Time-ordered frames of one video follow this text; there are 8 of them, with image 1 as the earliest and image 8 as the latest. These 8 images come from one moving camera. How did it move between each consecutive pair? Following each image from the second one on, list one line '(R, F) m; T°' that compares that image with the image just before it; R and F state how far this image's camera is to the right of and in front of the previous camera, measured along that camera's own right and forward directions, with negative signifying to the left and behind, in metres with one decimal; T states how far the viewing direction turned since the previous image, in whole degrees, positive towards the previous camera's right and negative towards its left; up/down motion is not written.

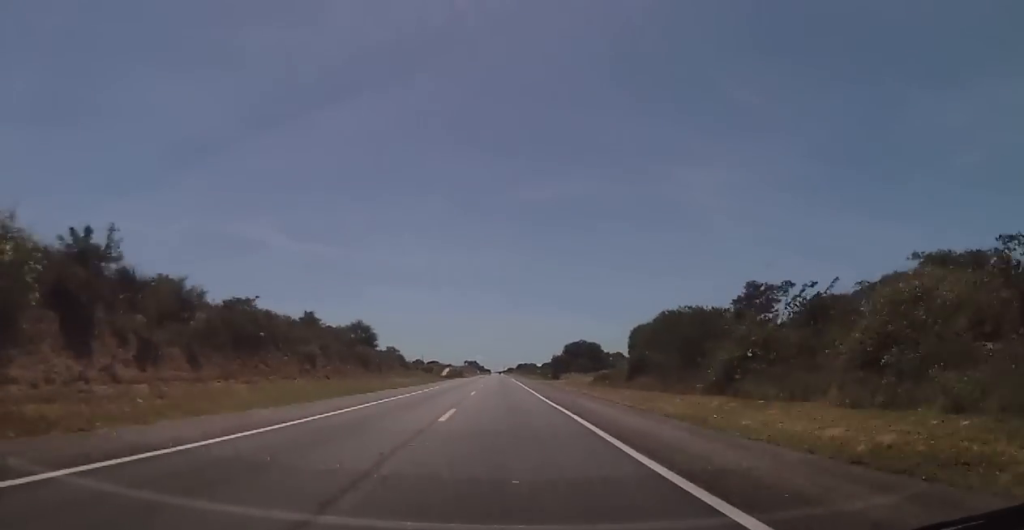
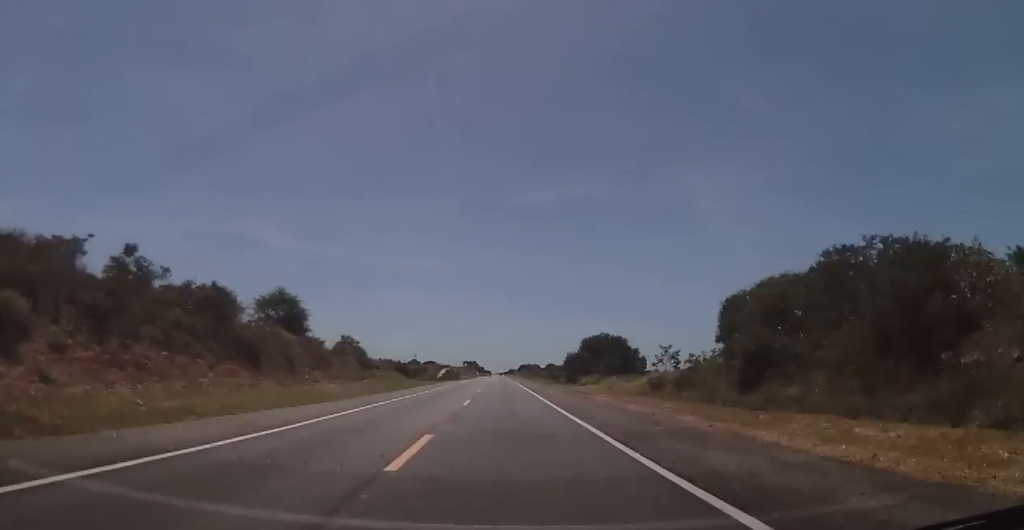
(+0.3, +26.4) m; +1°
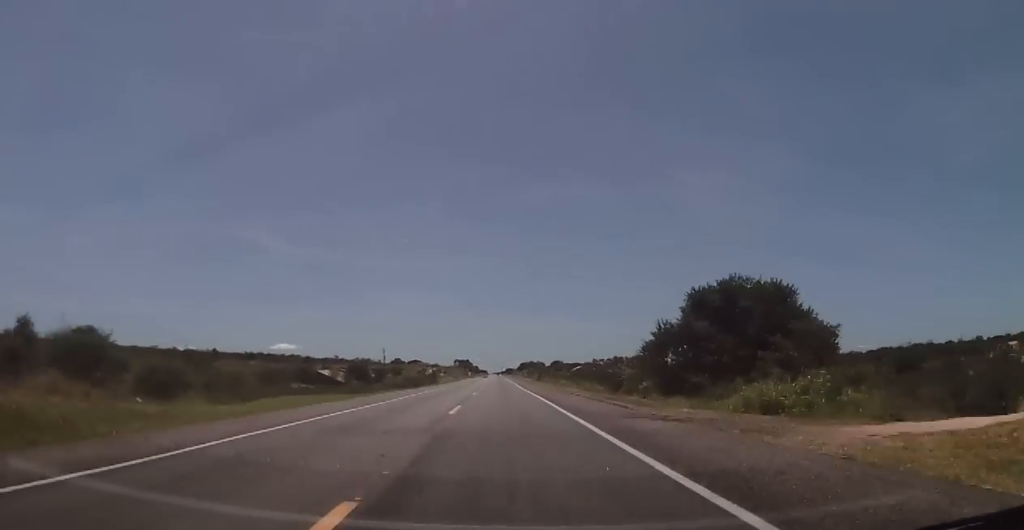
(-0.4, +60.9) m; -1°
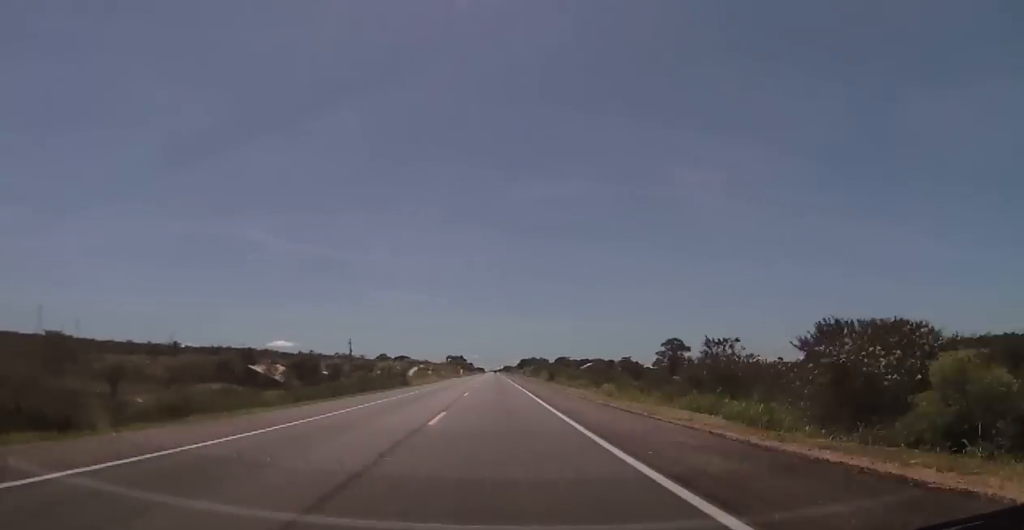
(-0.2, +39.9) m; 0°
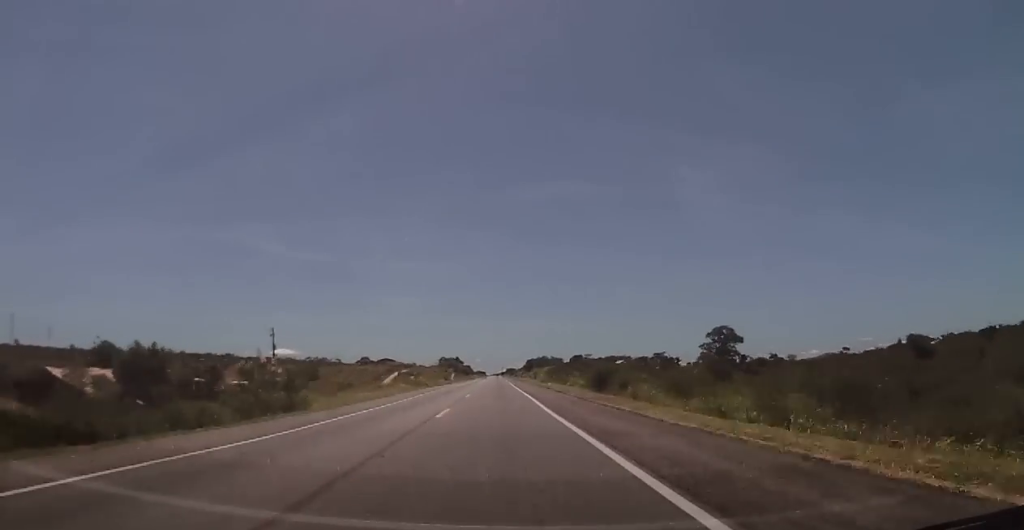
(+0.7, +52.0) m; +1°
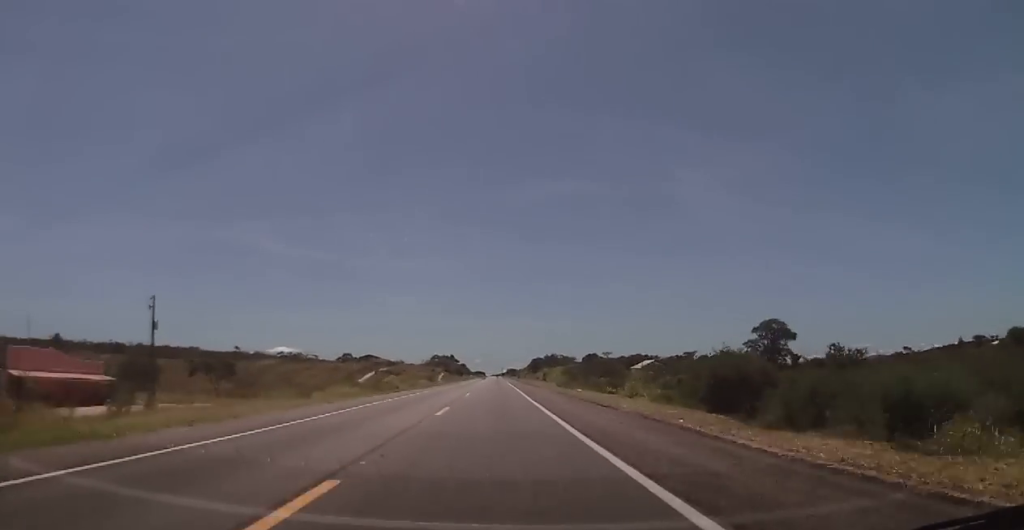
(-0.3, +35.5) m; 0°
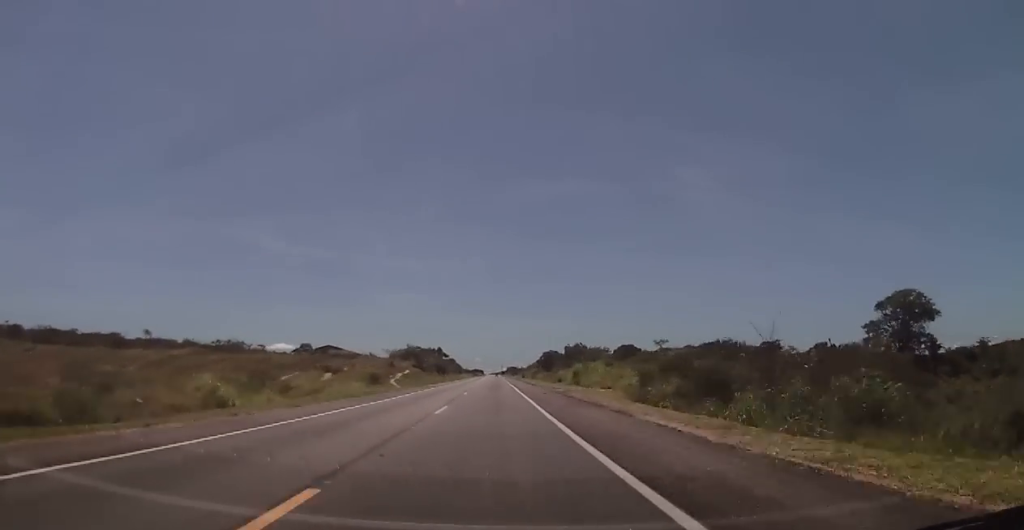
(+0.5, +55.9) m; 0°
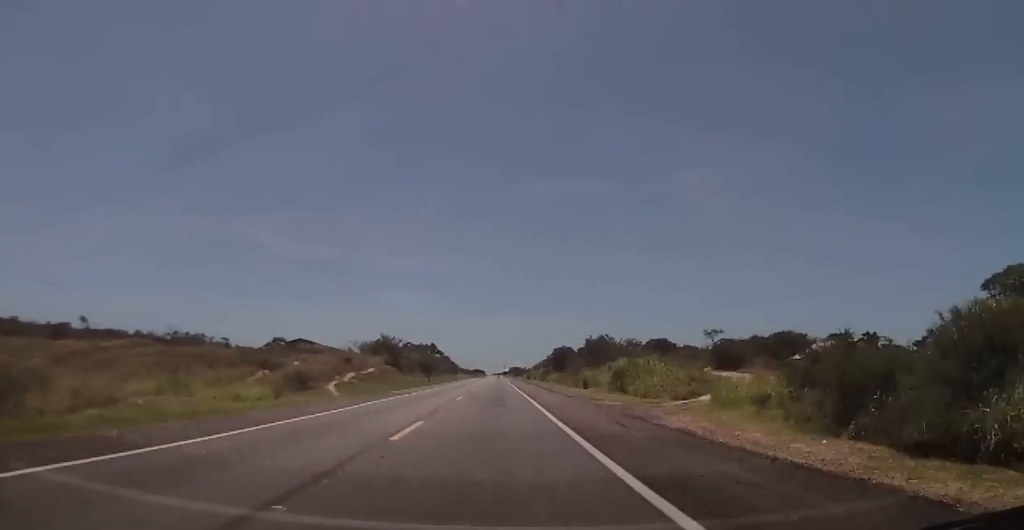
(-0.5, +27.2) m; 0°
